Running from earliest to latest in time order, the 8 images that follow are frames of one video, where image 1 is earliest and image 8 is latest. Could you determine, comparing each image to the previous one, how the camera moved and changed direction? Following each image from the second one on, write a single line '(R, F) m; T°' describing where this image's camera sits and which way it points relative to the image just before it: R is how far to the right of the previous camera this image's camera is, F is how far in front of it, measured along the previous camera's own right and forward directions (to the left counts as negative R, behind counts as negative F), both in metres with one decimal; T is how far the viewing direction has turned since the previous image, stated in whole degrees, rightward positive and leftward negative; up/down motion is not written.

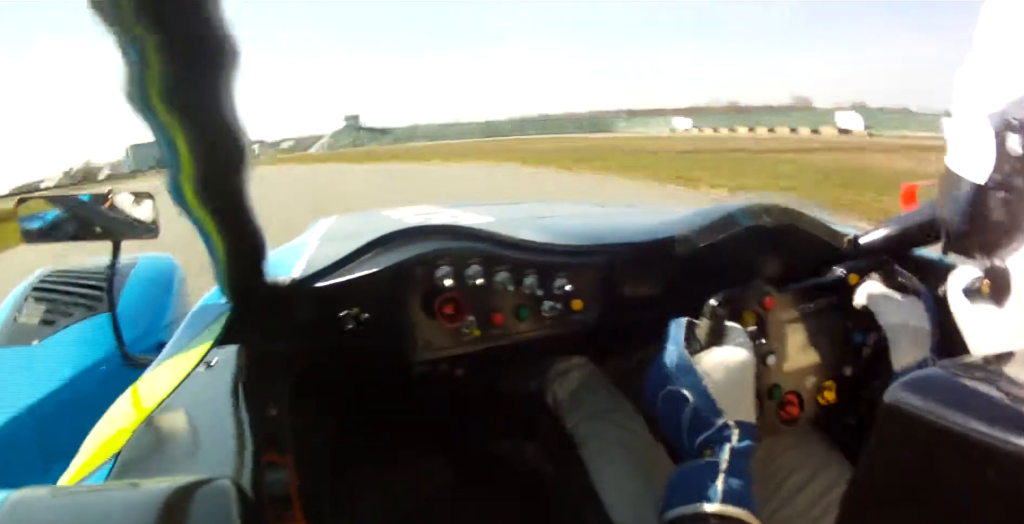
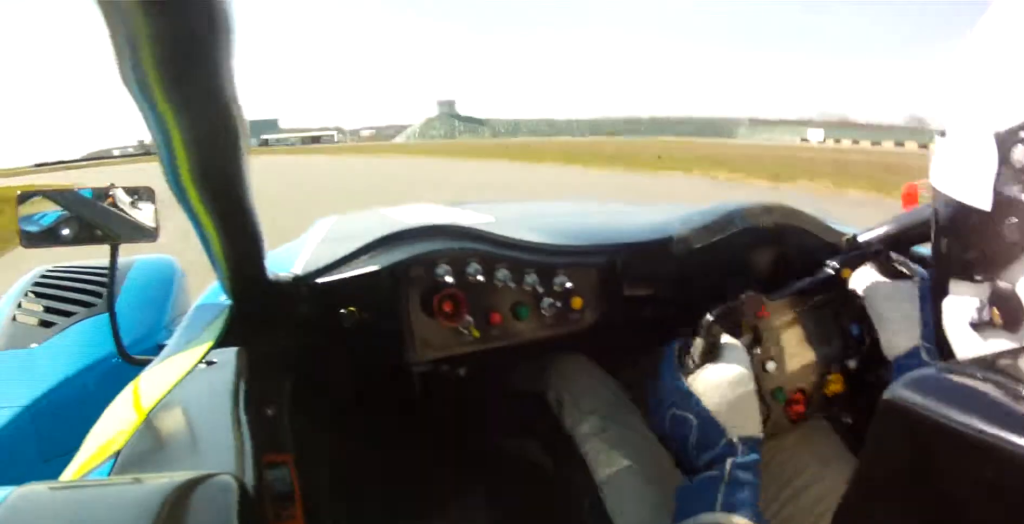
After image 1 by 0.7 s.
(+1.9, +20.5) m; -5°
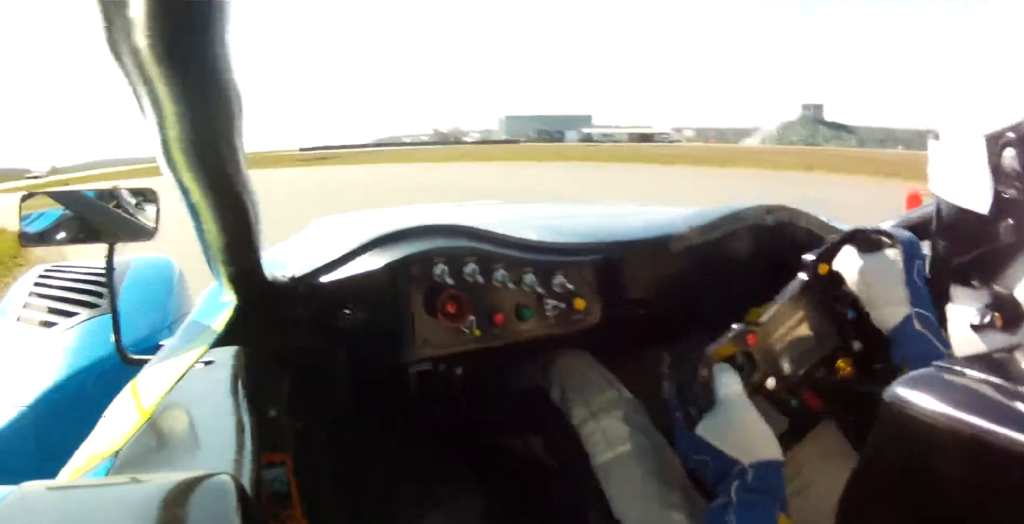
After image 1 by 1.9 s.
(-5.7, +29.1) m; -14°
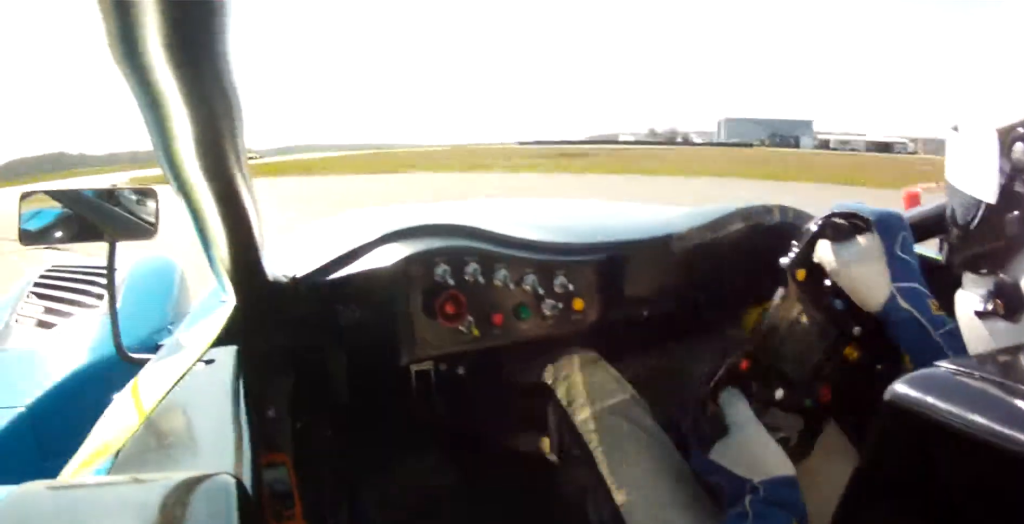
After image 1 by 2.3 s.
(+0.5, +11.9) m; -6°
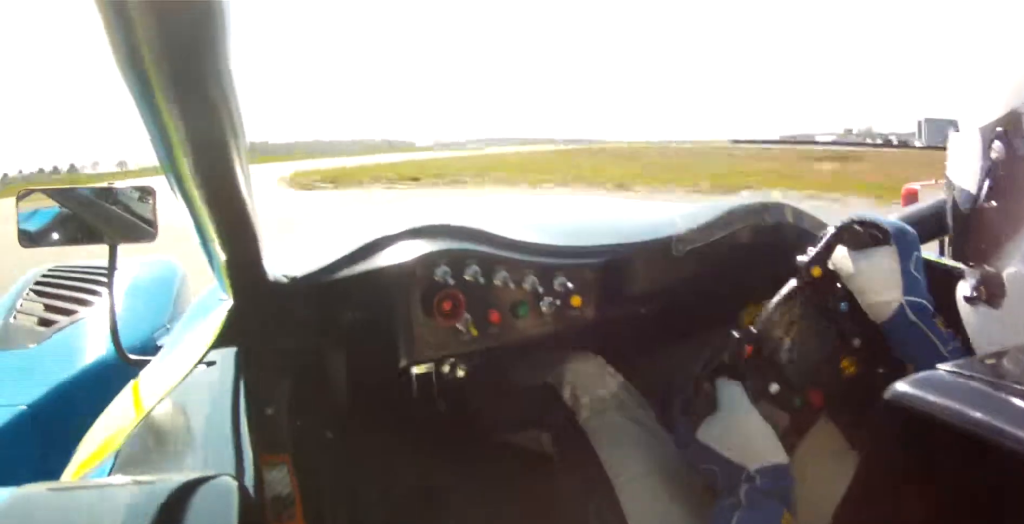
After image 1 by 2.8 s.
(+0.7, +10.8) m; -6°
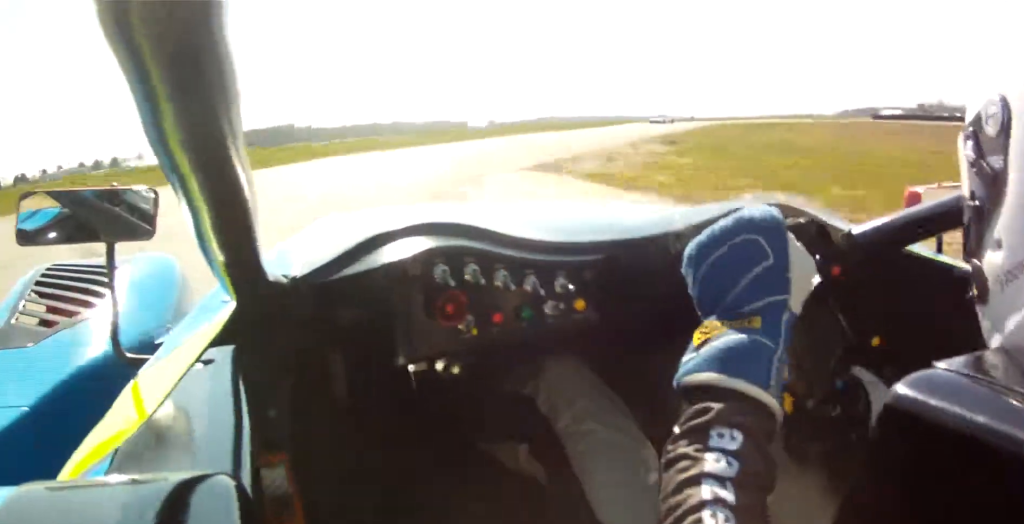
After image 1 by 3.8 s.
(-5.3, +24.0) m; -12°
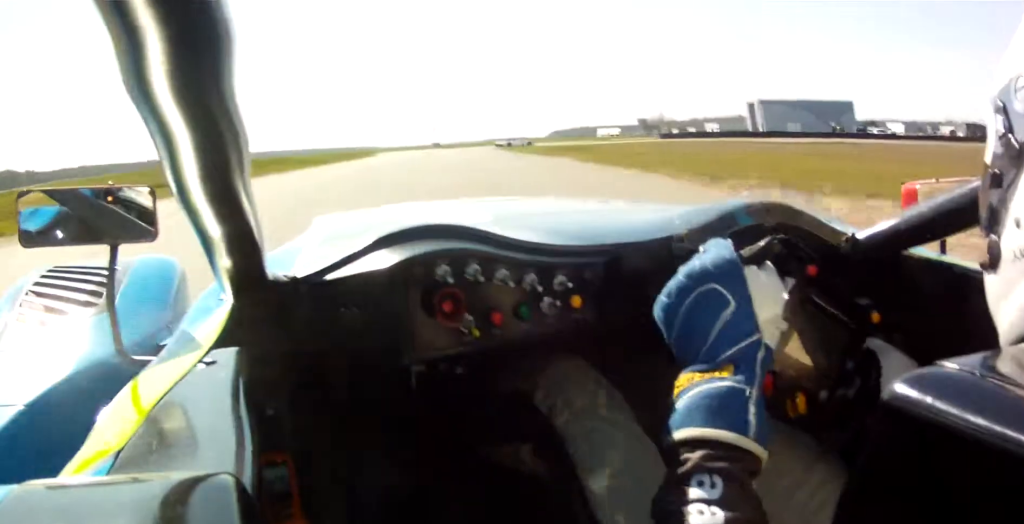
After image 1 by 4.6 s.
(-0.2, +21.0) m; +5°
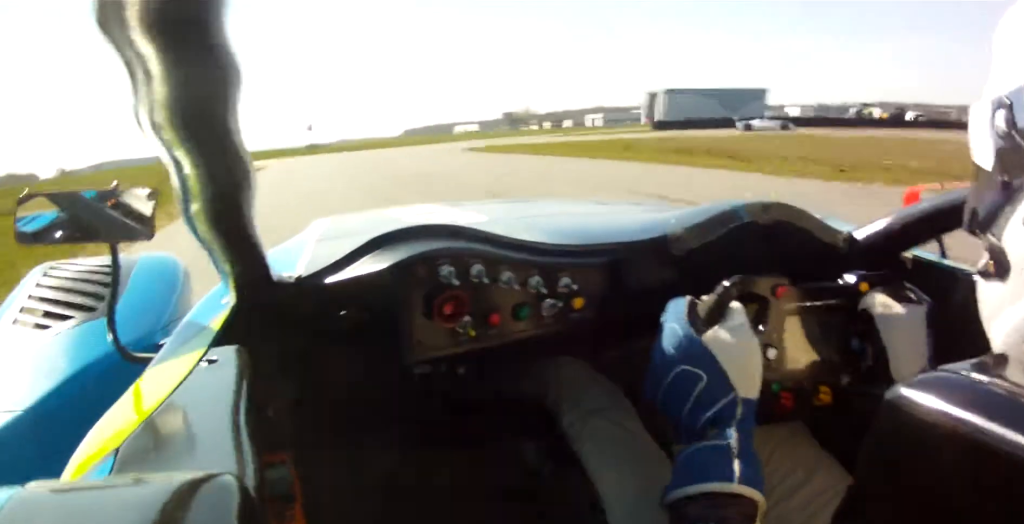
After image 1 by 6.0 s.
(+6.1, +36.3) m; +18°
